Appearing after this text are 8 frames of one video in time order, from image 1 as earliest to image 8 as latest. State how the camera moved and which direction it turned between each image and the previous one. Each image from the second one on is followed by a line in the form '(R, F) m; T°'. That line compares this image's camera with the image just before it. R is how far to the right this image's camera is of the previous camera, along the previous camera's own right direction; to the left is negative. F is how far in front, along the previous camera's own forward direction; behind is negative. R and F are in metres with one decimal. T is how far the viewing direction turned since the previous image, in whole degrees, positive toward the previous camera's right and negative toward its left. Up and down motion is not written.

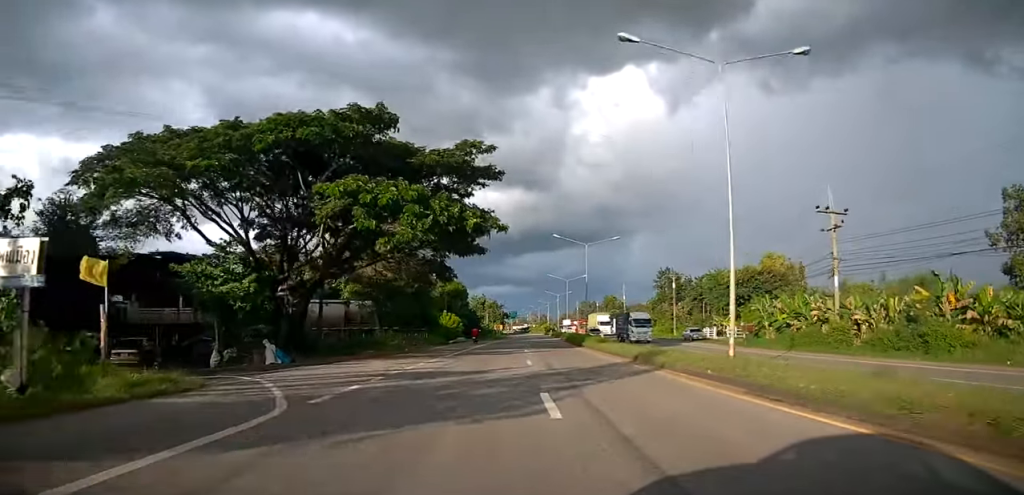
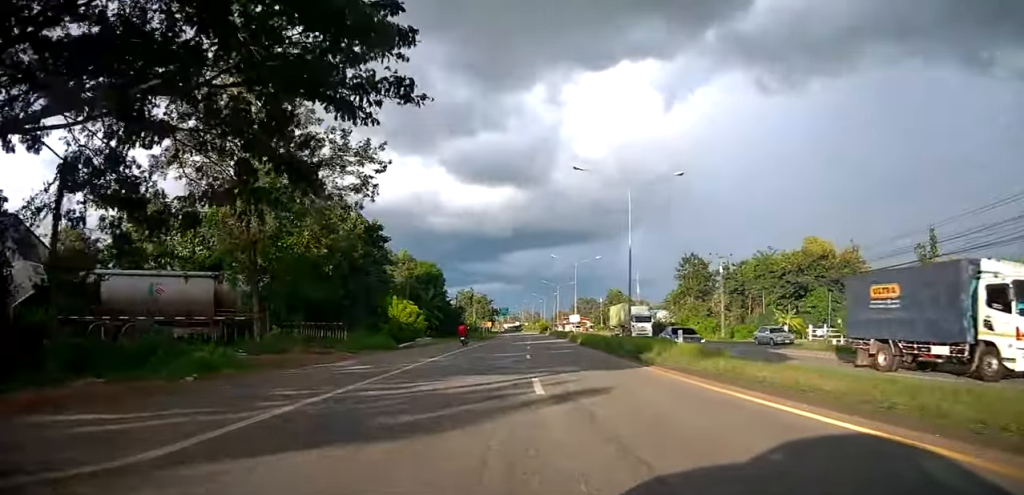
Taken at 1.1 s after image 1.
(+0.9, +21.6) m; +1°
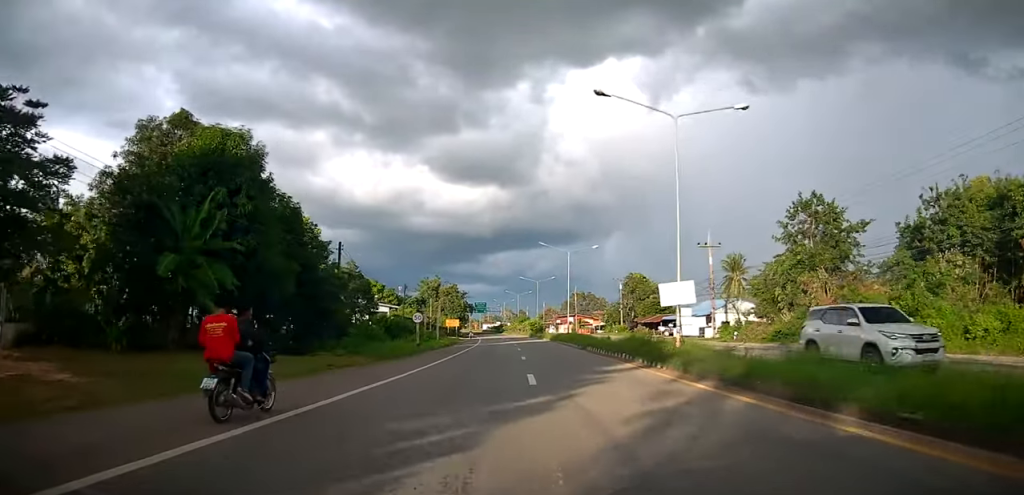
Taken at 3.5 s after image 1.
(+0.8, +46.1) m; +2°
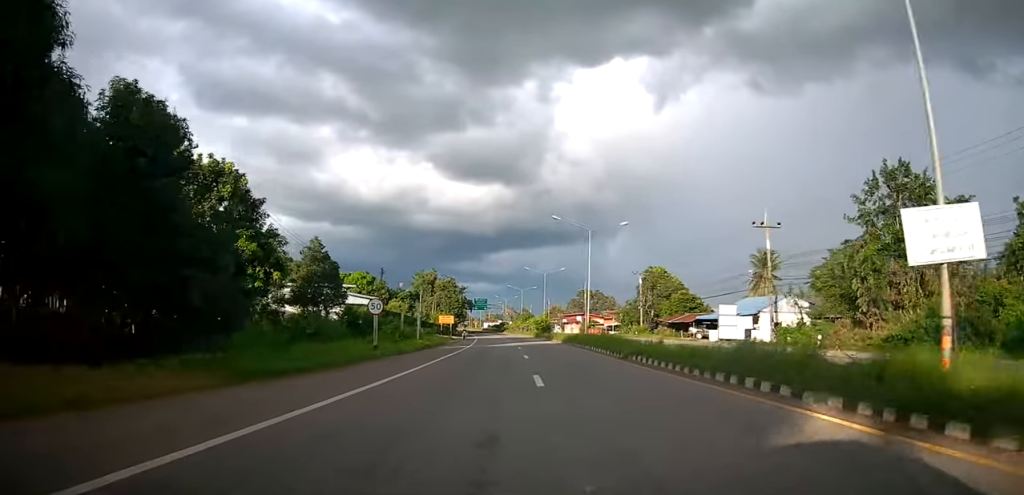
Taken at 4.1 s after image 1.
(+0.1, +12.9) m; -1°
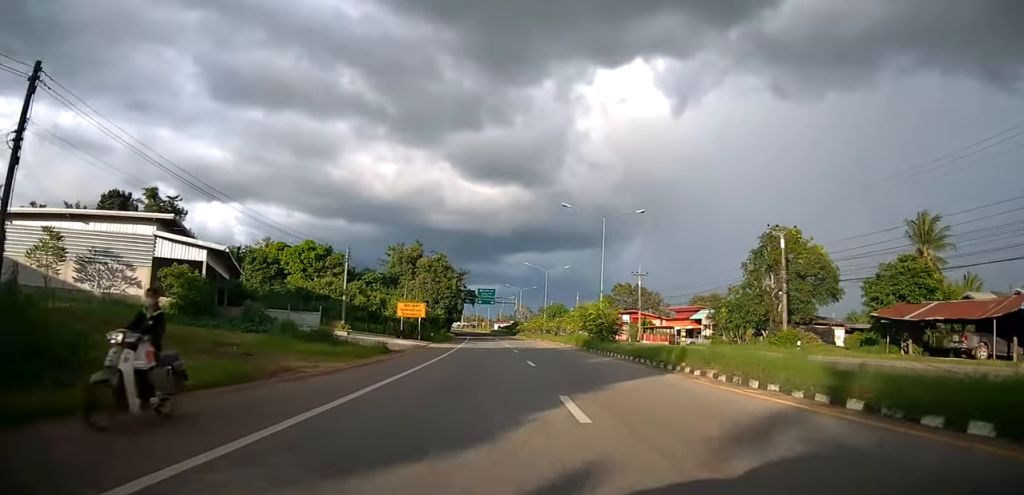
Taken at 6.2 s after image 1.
(-0.3, +40.9) m; -1°
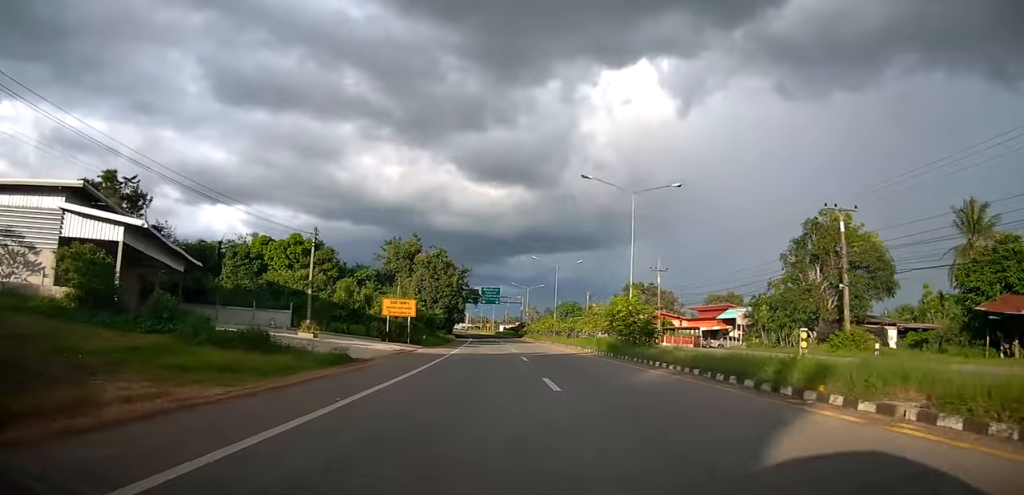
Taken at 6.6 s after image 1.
(-0.2, +7.6) m; -1°
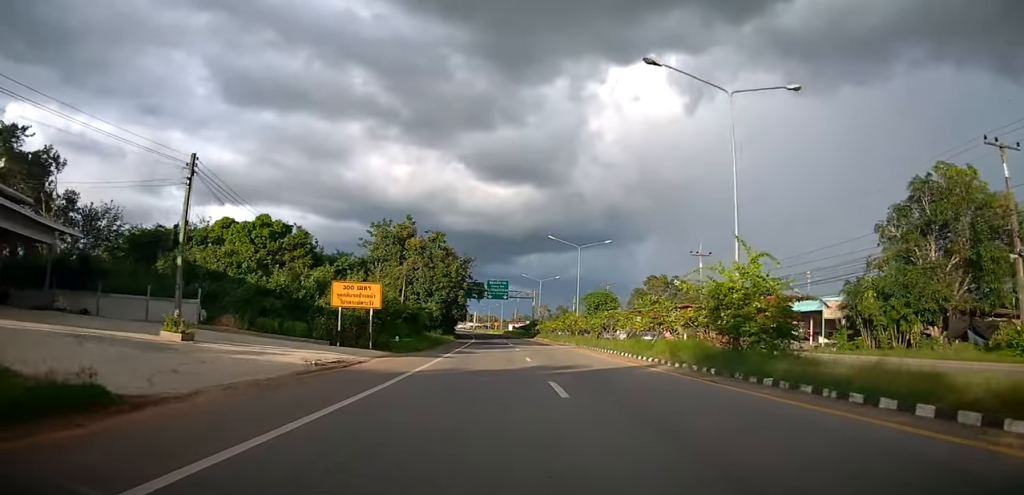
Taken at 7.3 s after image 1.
(-0.2, +13.3) m; -1°
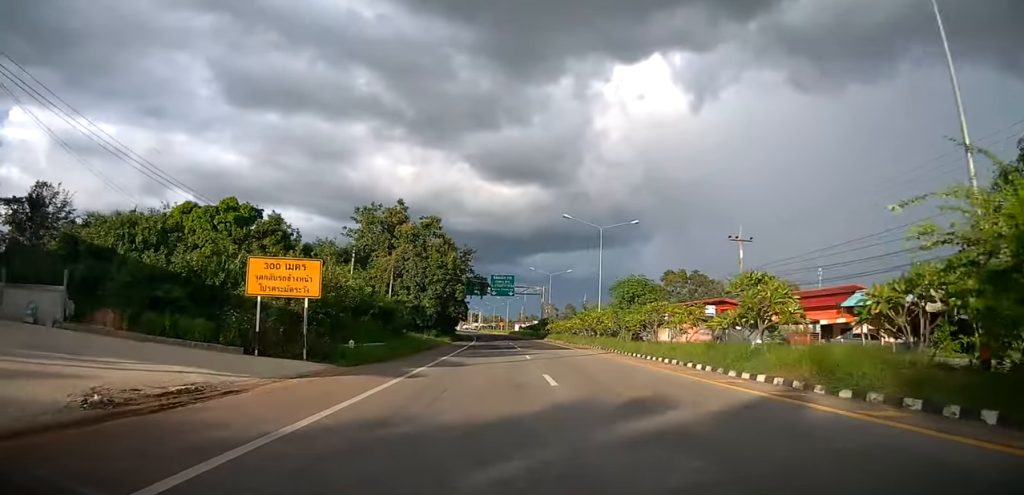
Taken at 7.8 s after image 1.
(-0.1, +9.5) m; 0°
